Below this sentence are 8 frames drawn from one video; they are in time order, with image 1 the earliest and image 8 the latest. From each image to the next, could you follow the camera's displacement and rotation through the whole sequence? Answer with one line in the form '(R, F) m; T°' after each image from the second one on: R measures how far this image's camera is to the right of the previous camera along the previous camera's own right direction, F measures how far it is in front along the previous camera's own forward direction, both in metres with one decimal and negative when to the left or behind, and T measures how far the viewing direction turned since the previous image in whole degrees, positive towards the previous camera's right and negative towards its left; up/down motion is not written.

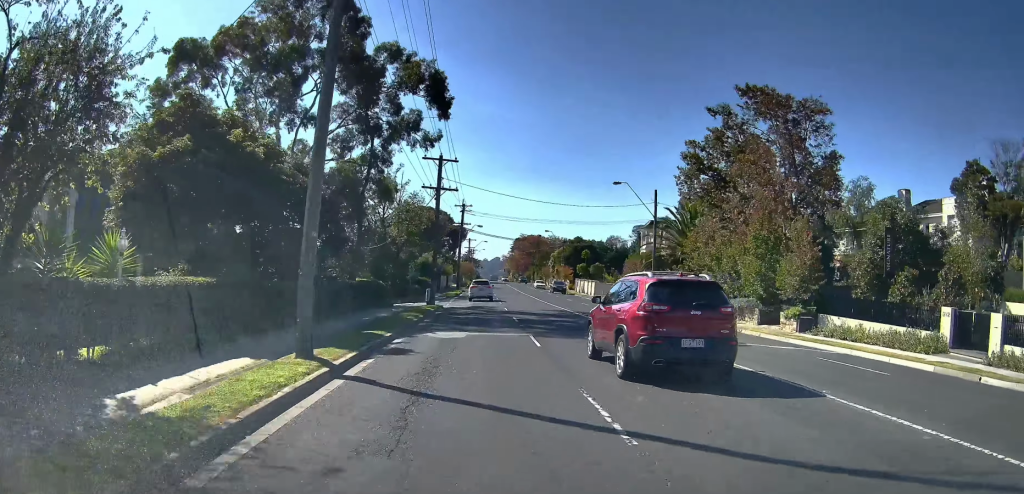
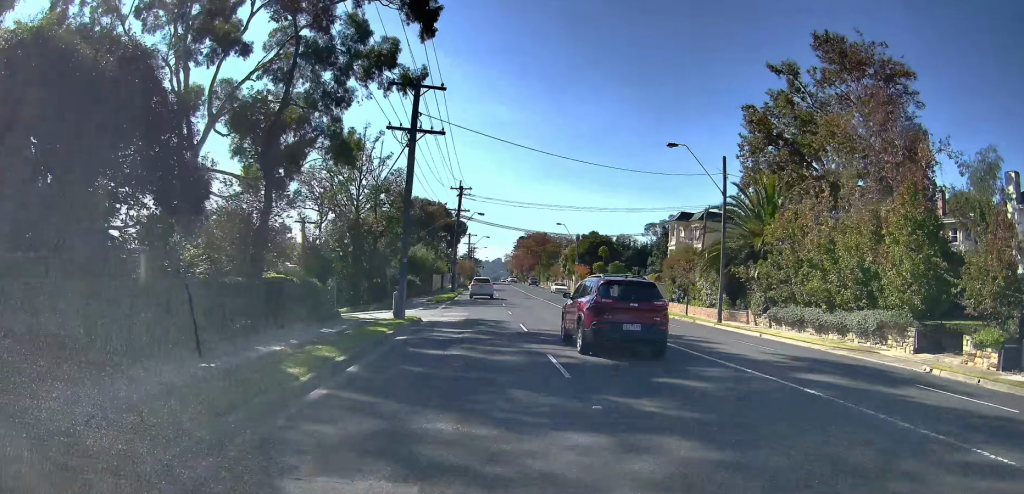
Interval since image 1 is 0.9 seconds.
(-0.1, +14.0) m; -1°
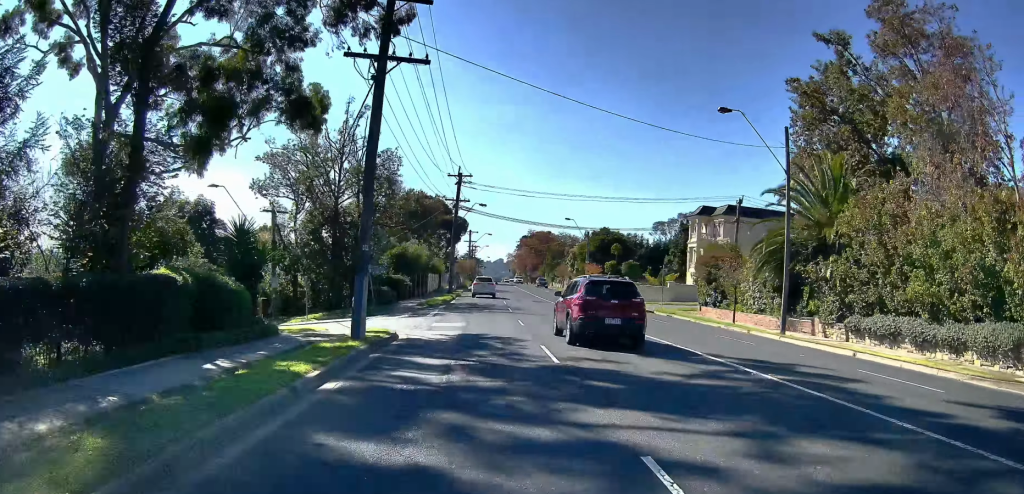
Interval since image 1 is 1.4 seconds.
(0.0, +7.5) m; 0°
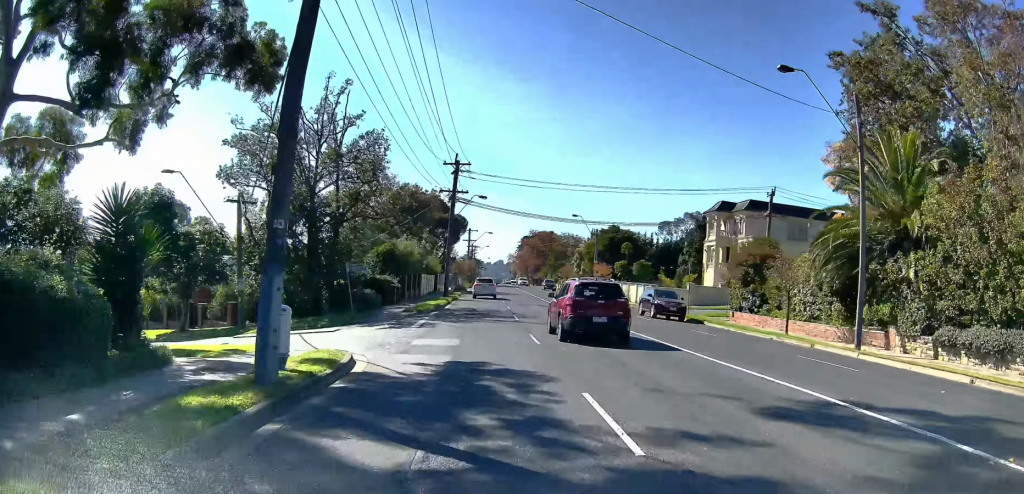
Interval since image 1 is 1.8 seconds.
(-0.1, +6.1) m; 0°
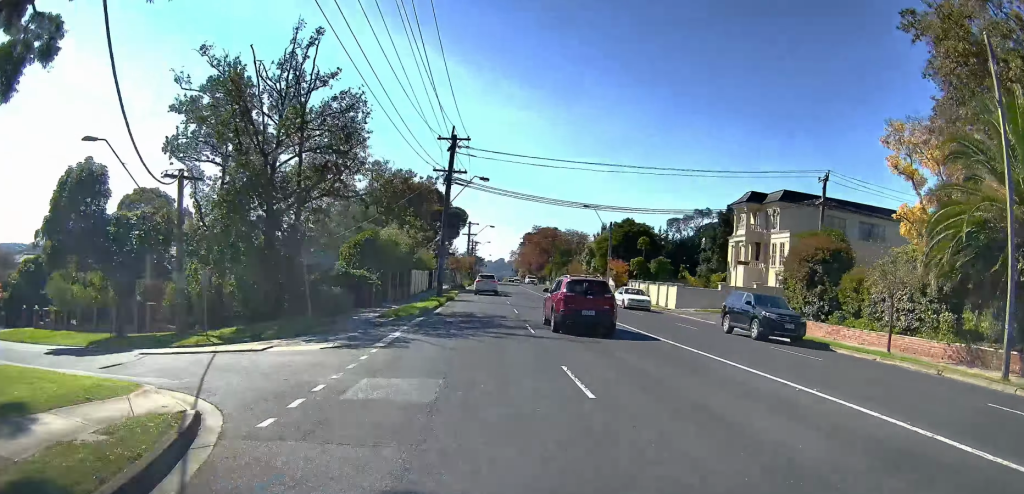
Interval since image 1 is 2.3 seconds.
(0.0, +7.6) m; 0°
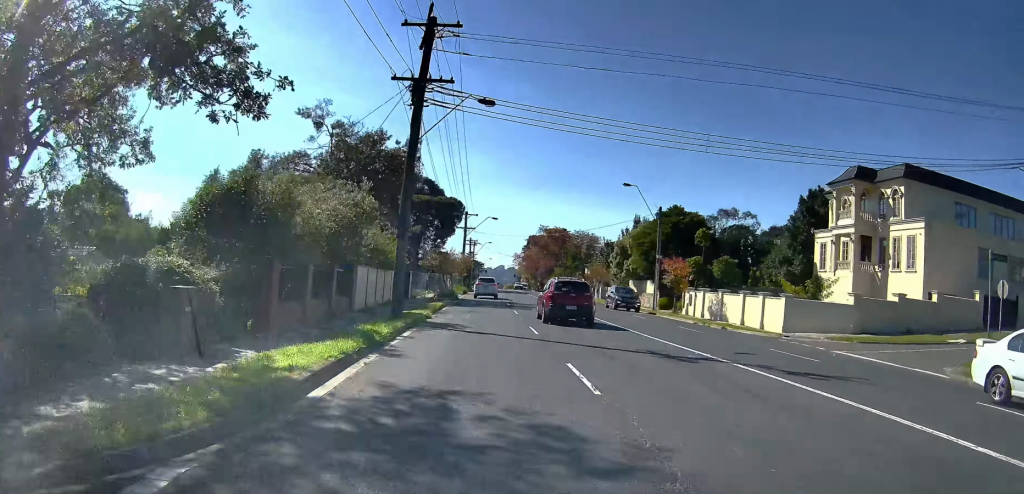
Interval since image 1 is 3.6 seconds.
(+0.1, +18.9) m; 0°
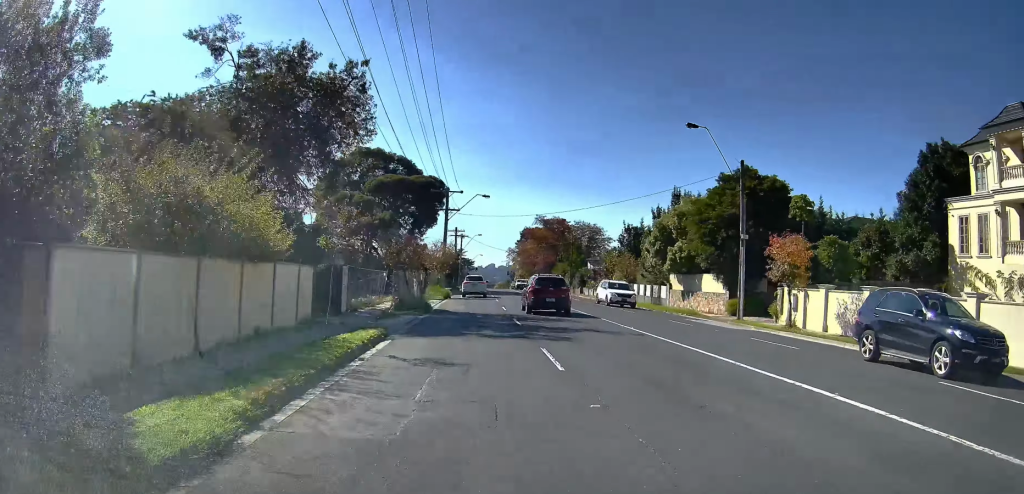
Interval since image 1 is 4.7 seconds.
(-0.1, +18.1) m; 0°
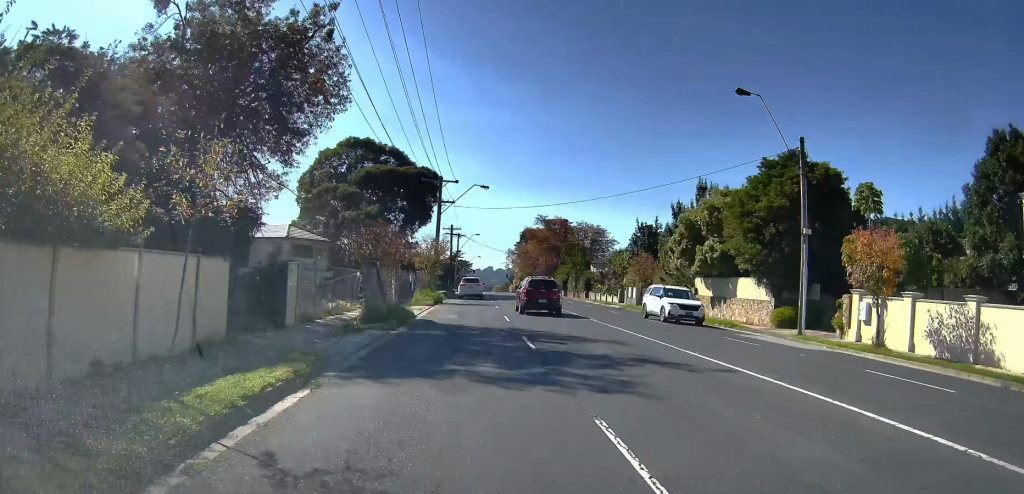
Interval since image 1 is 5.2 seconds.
(+0.1, +6.8) m; 0°
